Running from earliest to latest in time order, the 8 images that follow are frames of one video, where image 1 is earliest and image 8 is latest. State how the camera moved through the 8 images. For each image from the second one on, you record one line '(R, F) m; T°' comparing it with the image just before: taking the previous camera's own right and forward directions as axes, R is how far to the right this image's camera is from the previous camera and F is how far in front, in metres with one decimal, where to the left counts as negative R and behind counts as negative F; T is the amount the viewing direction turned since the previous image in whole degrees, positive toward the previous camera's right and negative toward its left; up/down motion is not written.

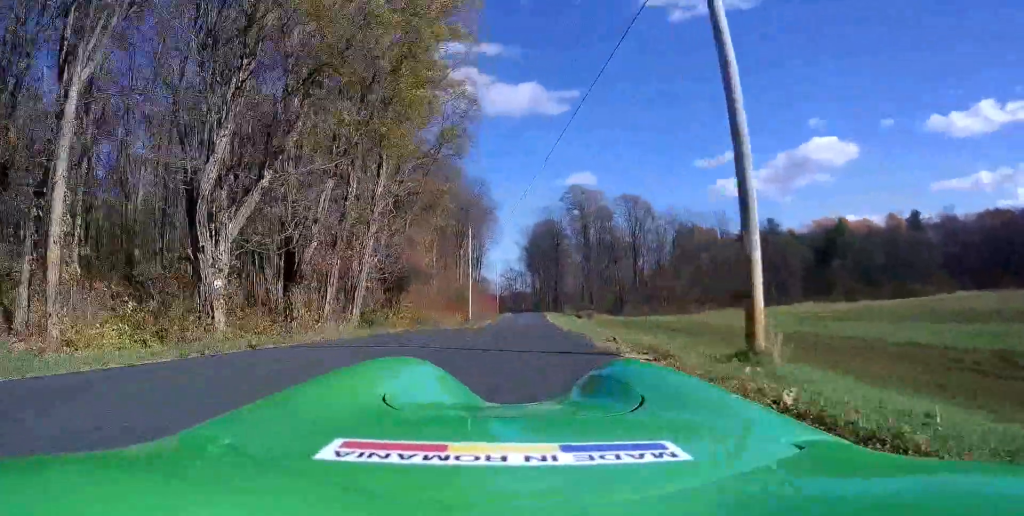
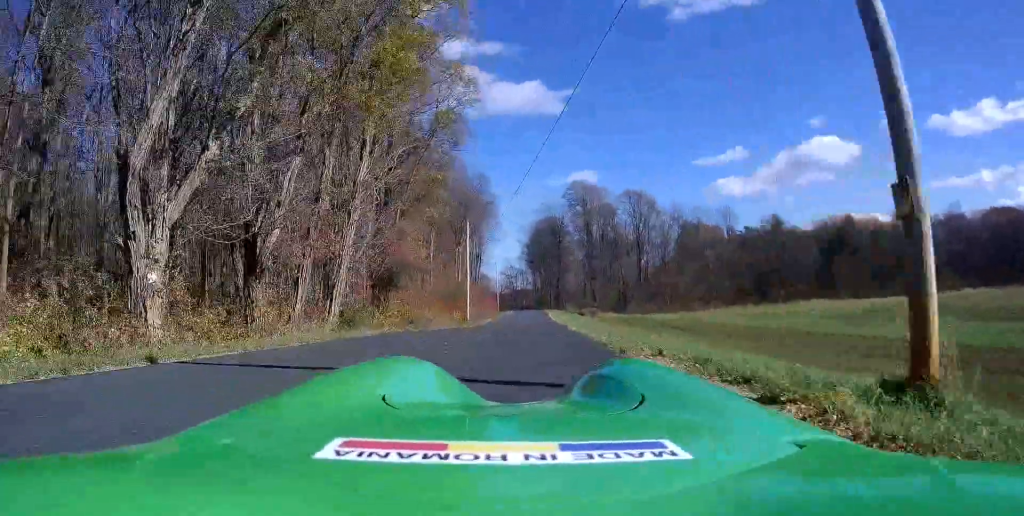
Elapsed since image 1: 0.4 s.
(+0.1, +5.1) m; +1°
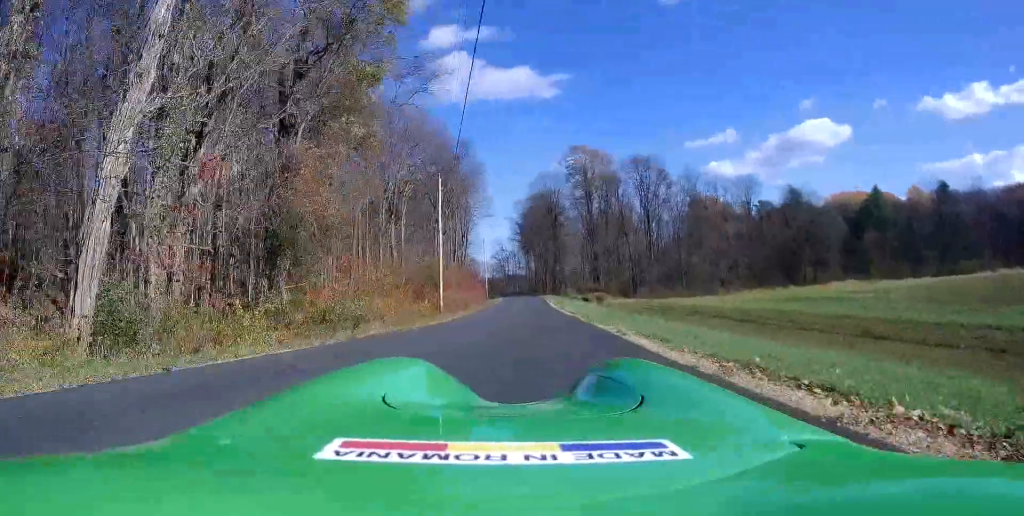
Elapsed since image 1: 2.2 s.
(+0.2, +17.4) m; +1°
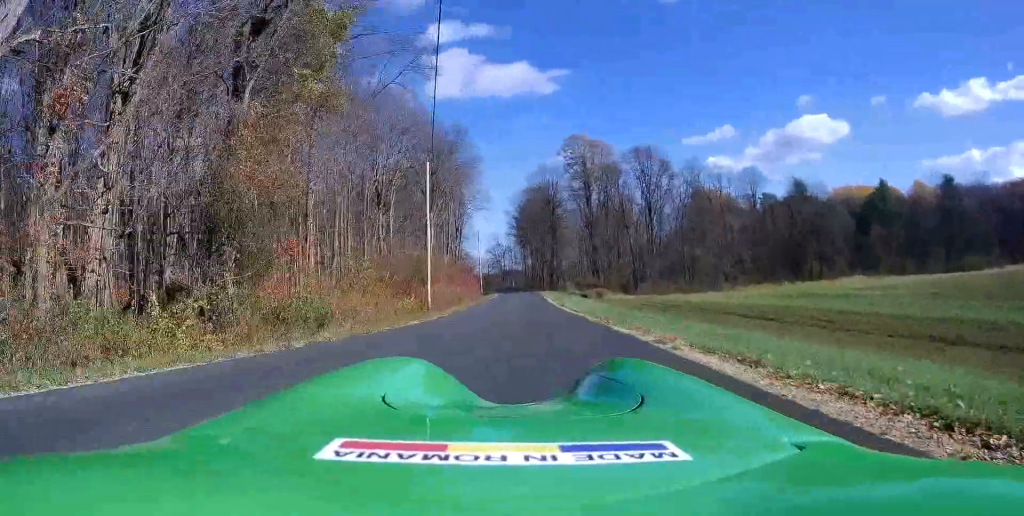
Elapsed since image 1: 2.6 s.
(-0.1, +3.9) m; +1°
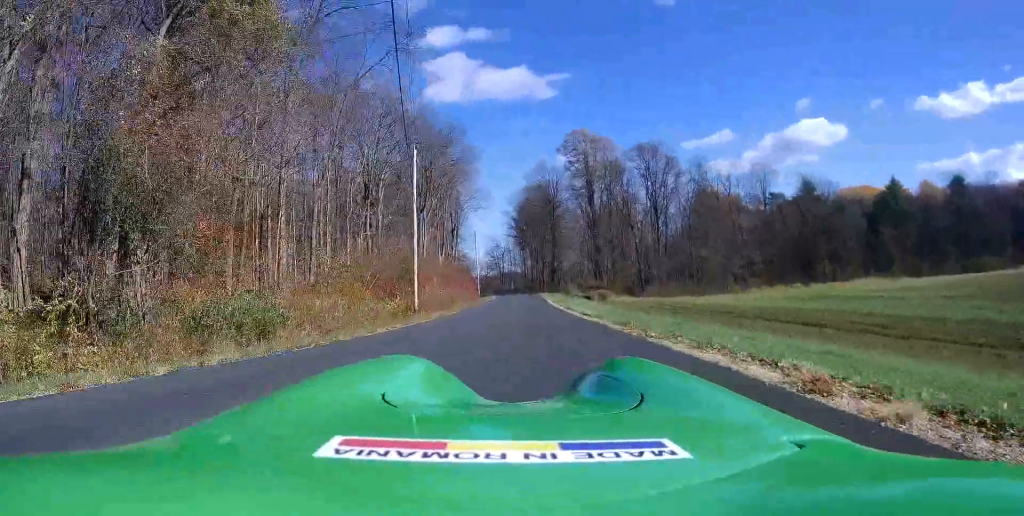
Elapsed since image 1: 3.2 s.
(+0.1, +5.6) m; +1°
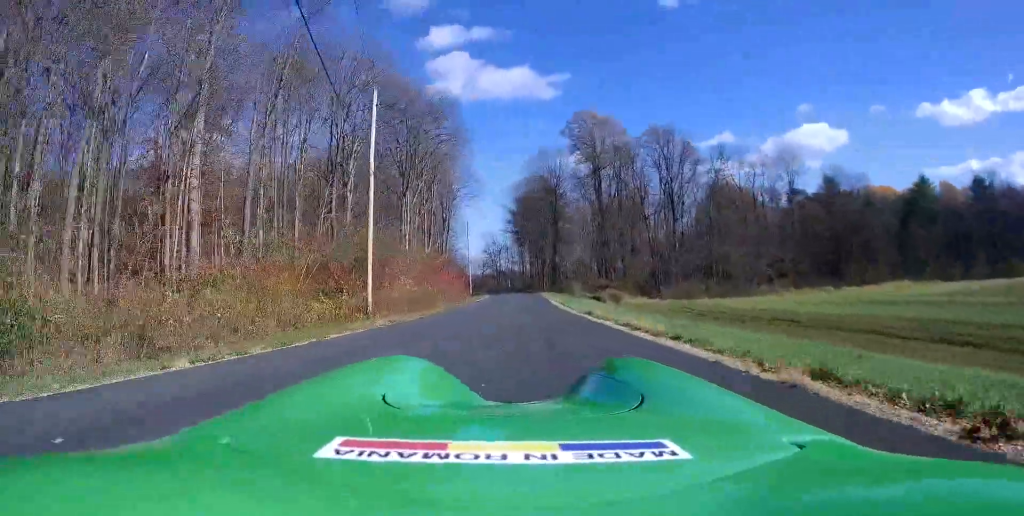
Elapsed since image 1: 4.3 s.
(+0.3, +9.9) m; +2°
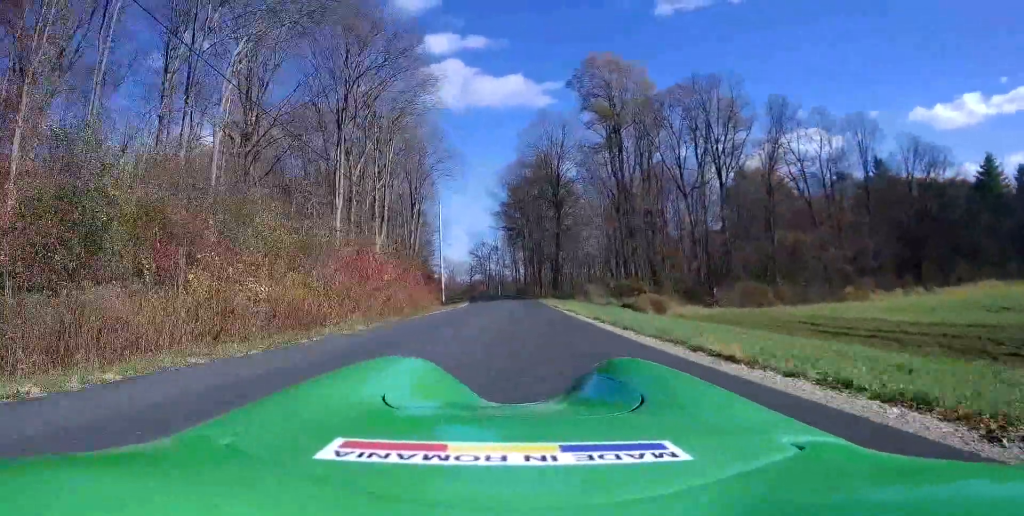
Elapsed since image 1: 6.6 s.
(-0.8, +23.7) m; -3°
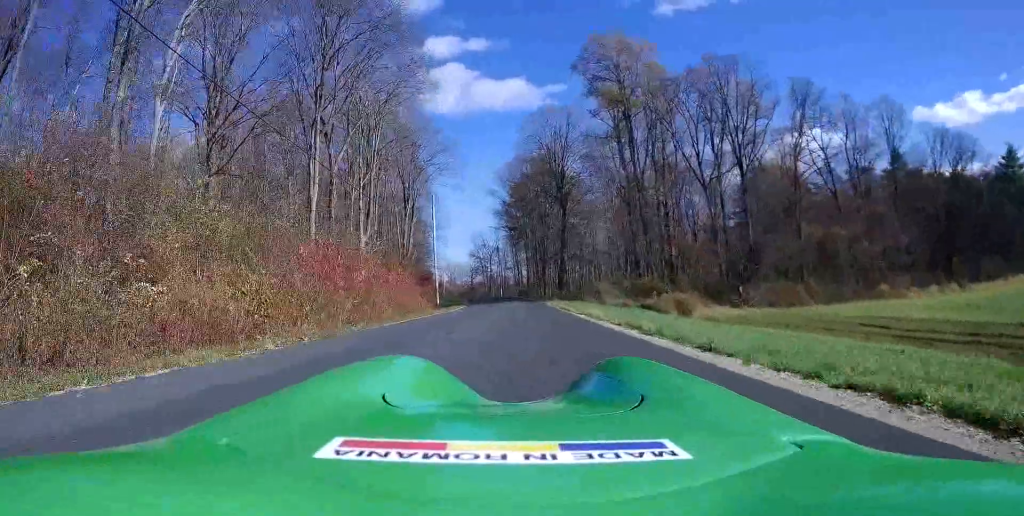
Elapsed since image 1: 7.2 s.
(+0.1, +6.8) m; 0°
